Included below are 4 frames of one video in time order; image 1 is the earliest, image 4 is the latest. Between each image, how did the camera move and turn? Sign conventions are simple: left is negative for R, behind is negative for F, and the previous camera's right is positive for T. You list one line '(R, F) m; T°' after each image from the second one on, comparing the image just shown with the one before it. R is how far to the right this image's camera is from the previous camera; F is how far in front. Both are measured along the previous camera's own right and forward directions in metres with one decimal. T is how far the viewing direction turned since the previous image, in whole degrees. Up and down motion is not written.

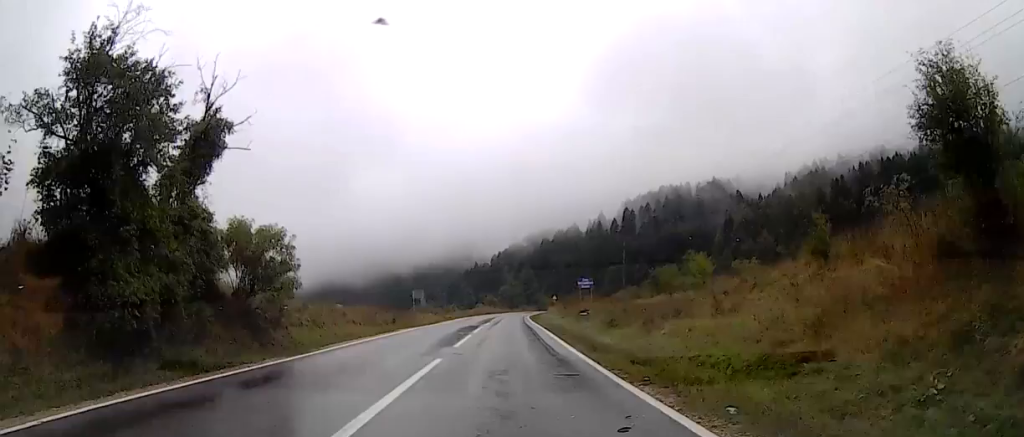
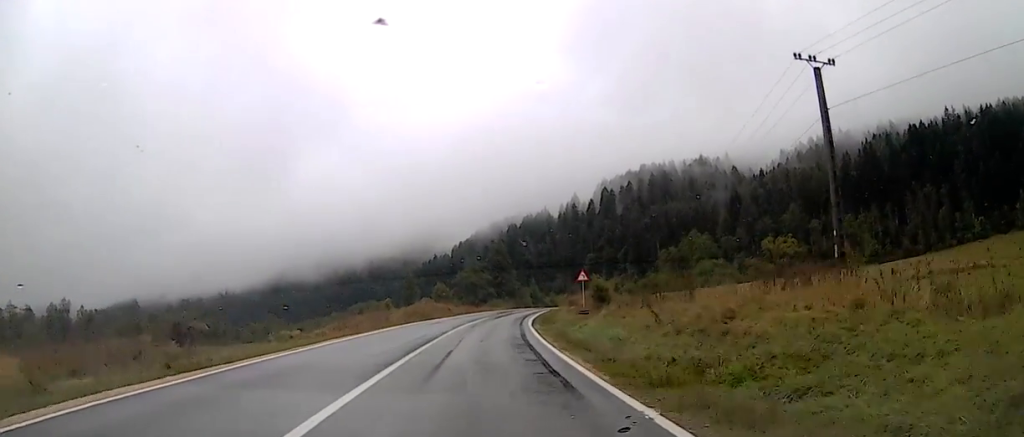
(-0.1, +64.3) m; +3°
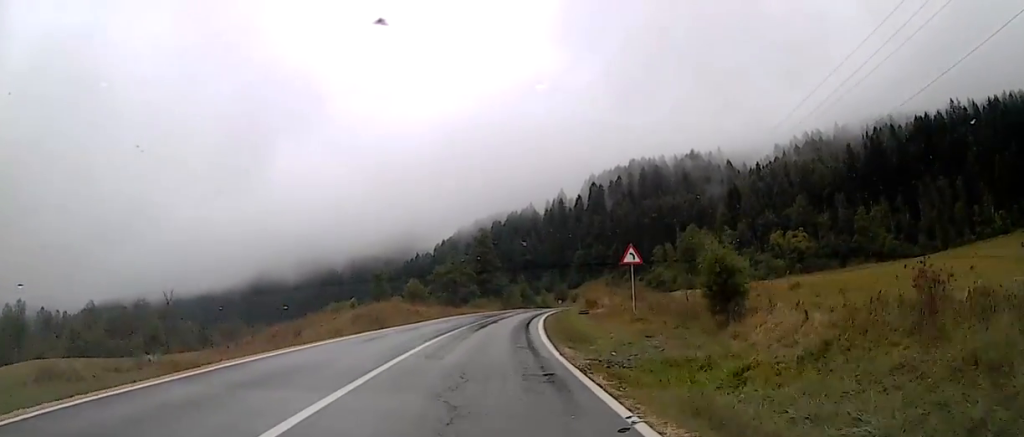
(+0.6, +16.0) m; +3°
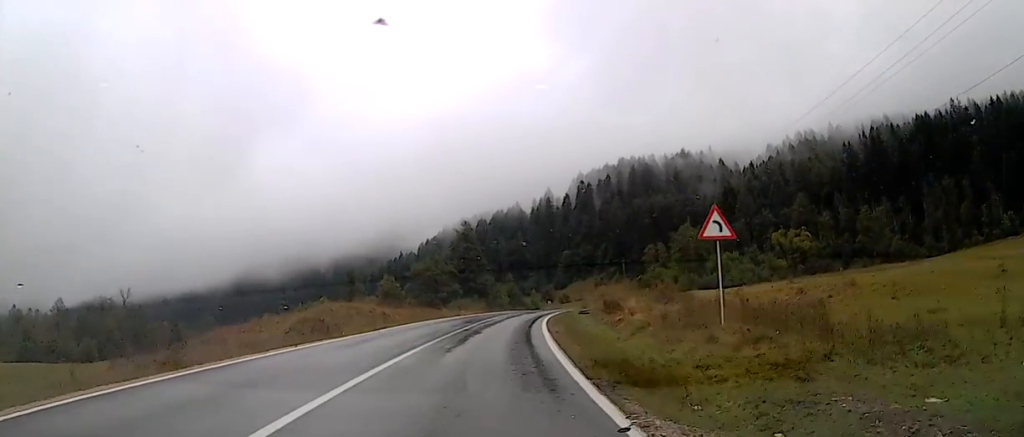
(+0.2, +9.4) m; +1°
